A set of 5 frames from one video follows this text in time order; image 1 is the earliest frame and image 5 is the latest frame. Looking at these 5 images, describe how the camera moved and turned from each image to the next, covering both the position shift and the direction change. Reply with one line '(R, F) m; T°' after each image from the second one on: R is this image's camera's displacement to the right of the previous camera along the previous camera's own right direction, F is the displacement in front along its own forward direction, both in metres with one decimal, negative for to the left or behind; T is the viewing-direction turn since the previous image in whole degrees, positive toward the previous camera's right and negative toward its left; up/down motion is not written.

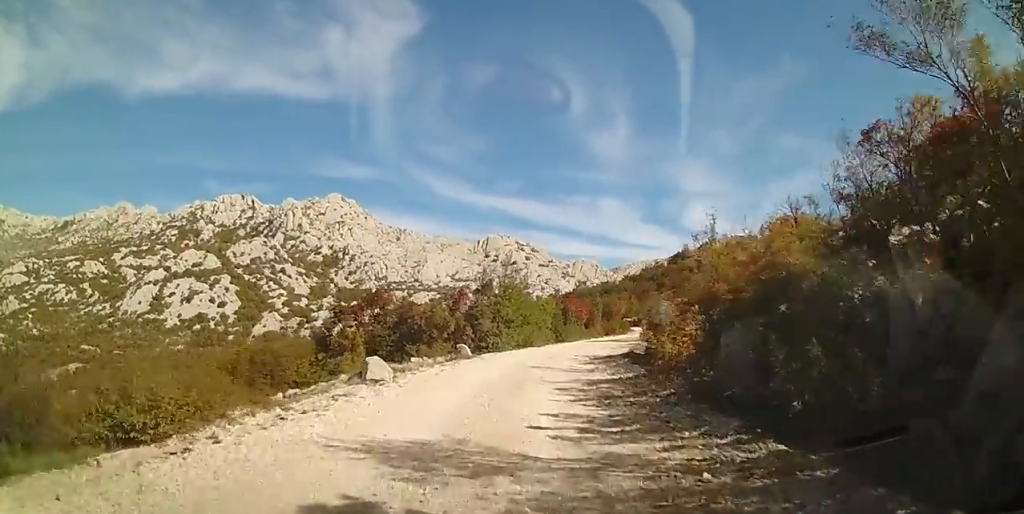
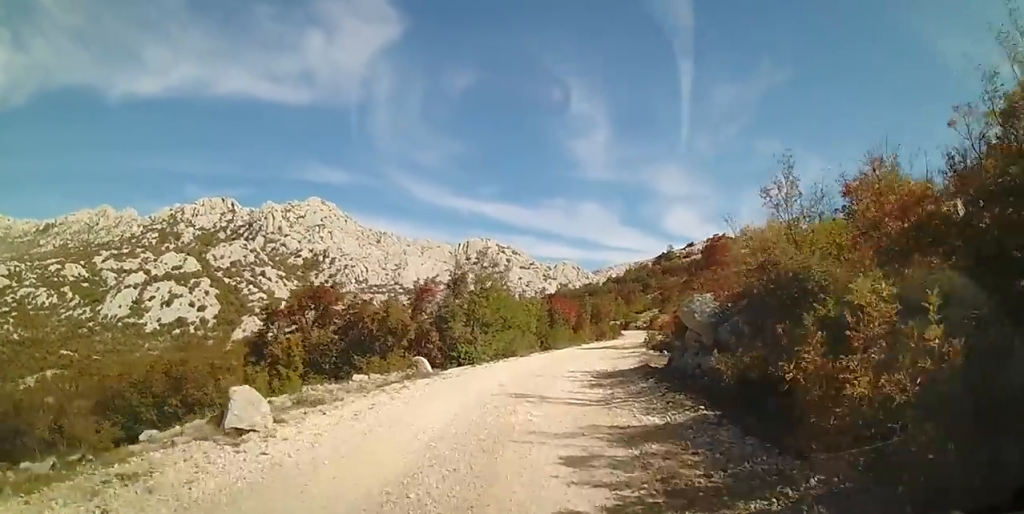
(0.0, +5.2) m; +2°
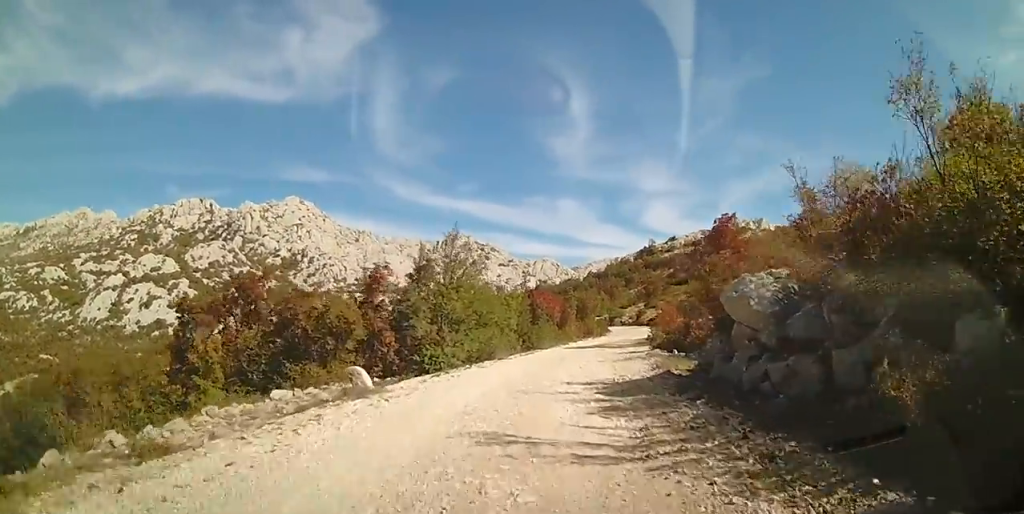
(0.0, +4.2) m; +2°
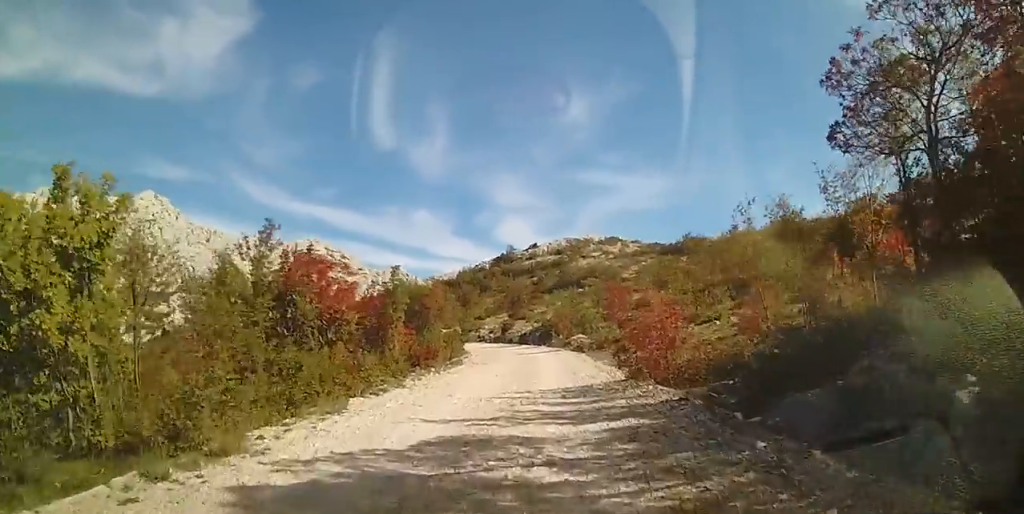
(+4.5, +21.3) m; +20°
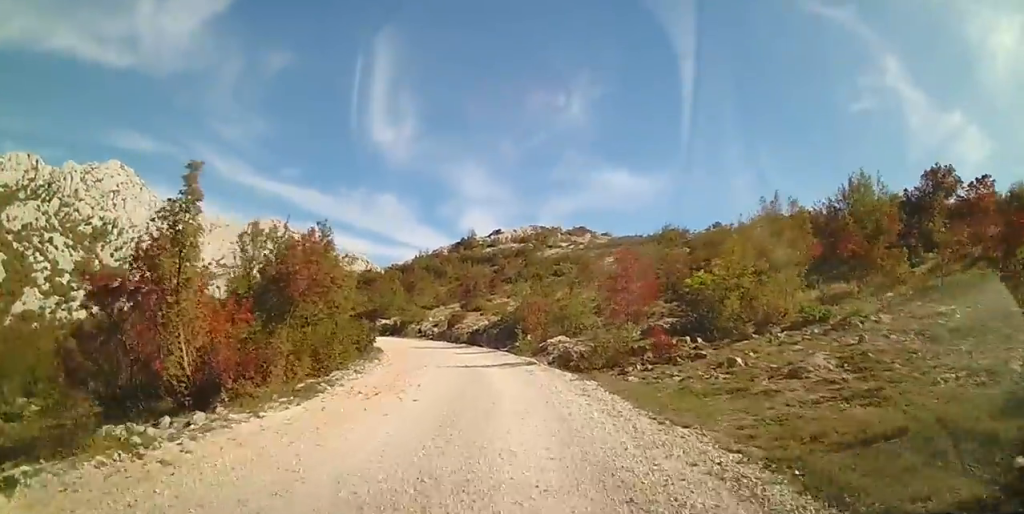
(+0.2, +13.1) m; 0°
